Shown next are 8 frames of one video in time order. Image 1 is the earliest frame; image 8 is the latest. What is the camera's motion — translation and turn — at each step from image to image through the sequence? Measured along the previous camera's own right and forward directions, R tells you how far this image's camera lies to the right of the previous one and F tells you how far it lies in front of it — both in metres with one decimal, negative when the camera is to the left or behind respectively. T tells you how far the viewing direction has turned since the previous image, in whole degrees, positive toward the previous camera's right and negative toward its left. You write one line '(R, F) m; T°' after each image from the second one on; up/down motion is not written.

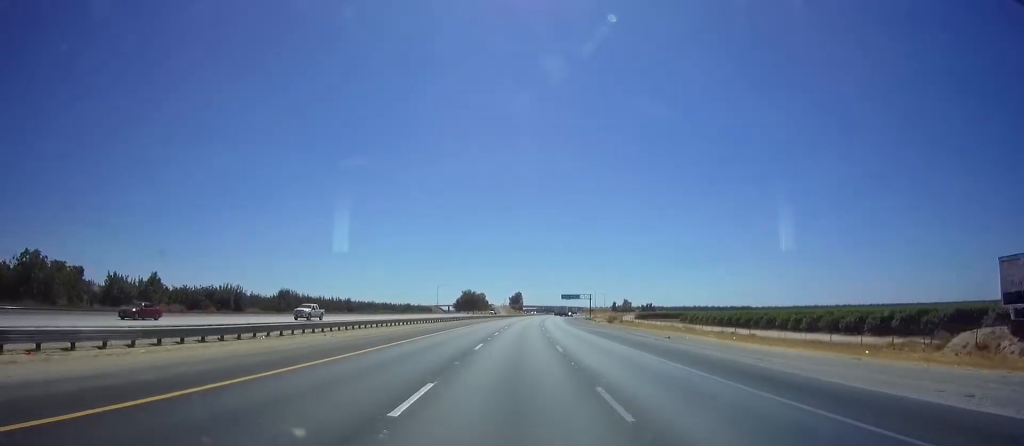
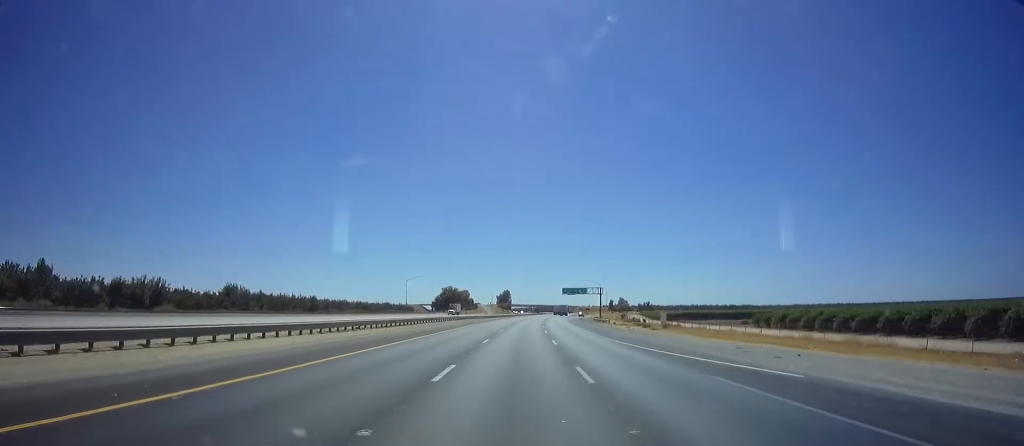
(+0.6, +38.9) m; +1°
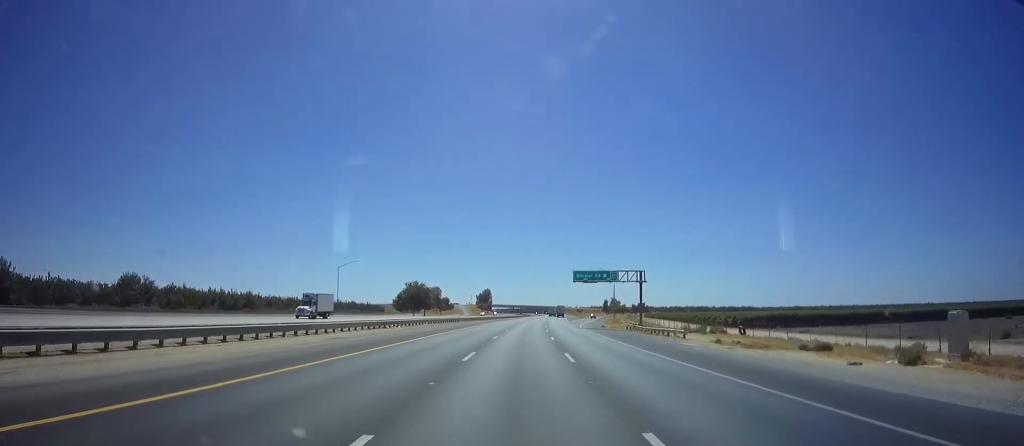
(0.0, +52.2) m; +1°
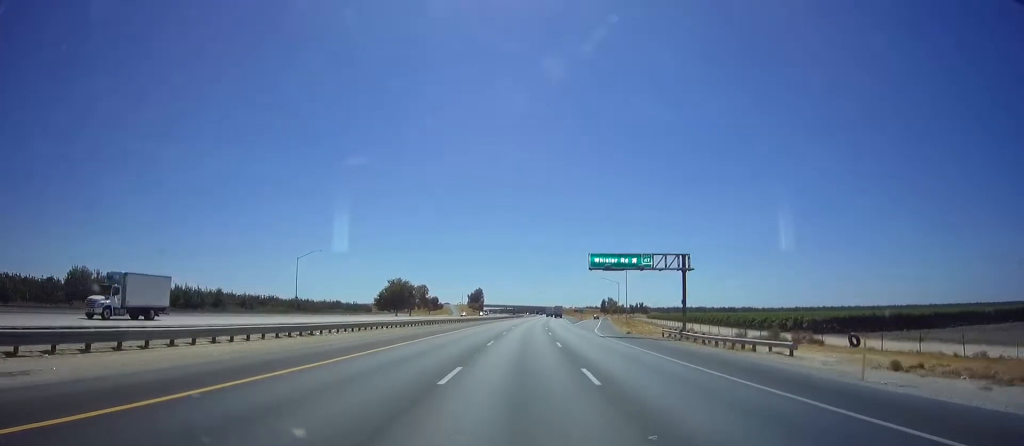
(+0.5, +20.0) m; +2°
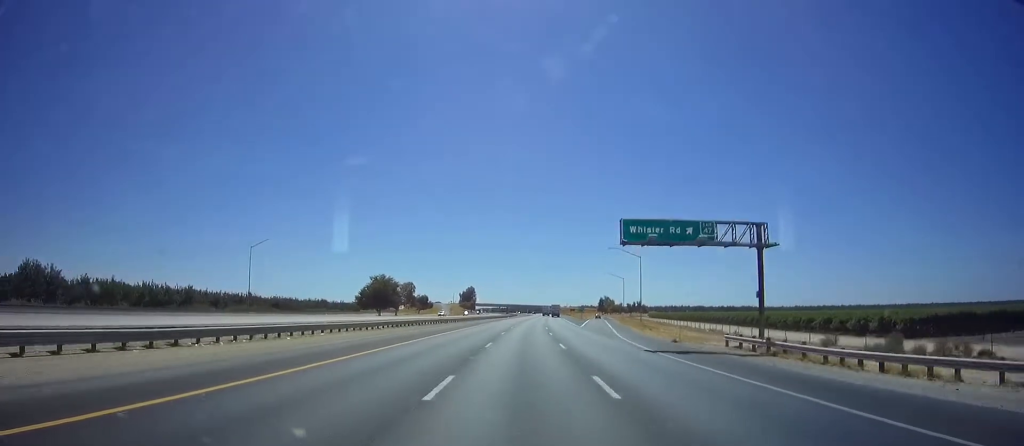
(+0.1, +16.7) m; +1°
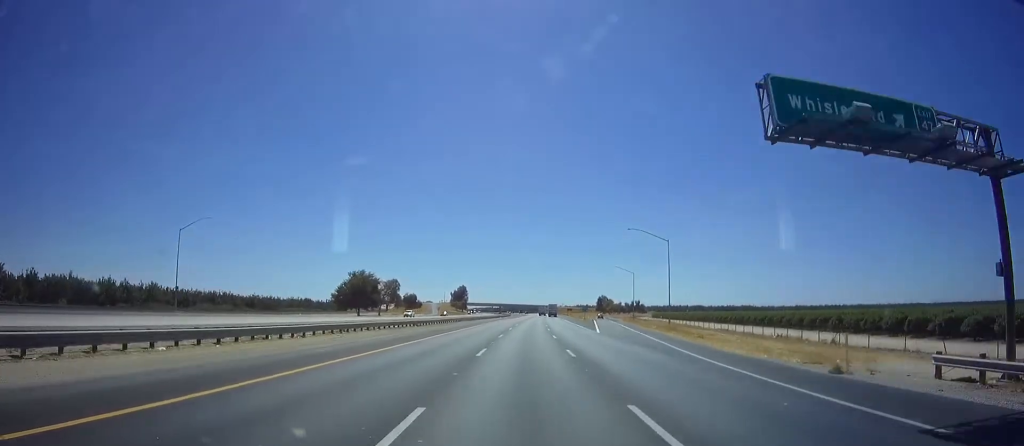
(+0.3, +18.9) m; +1°
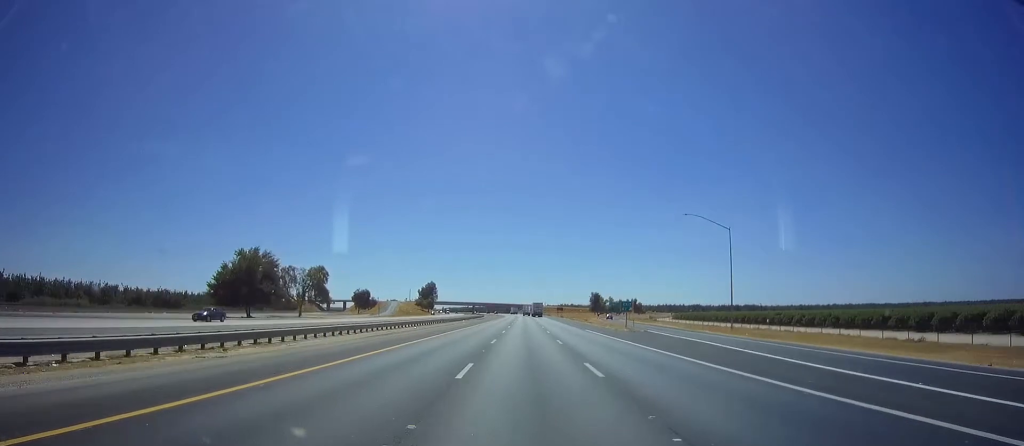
(+0.5, +64.4) m; +1°
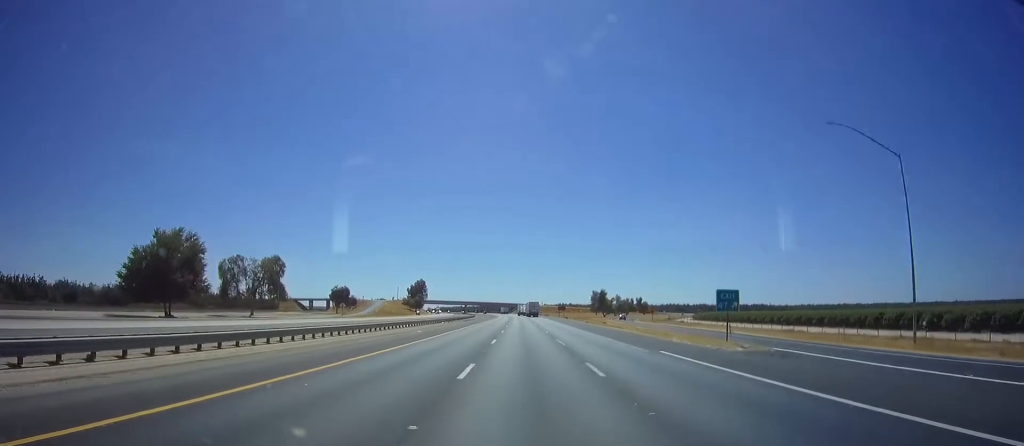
(+0.3, +28.9) m; +1°
